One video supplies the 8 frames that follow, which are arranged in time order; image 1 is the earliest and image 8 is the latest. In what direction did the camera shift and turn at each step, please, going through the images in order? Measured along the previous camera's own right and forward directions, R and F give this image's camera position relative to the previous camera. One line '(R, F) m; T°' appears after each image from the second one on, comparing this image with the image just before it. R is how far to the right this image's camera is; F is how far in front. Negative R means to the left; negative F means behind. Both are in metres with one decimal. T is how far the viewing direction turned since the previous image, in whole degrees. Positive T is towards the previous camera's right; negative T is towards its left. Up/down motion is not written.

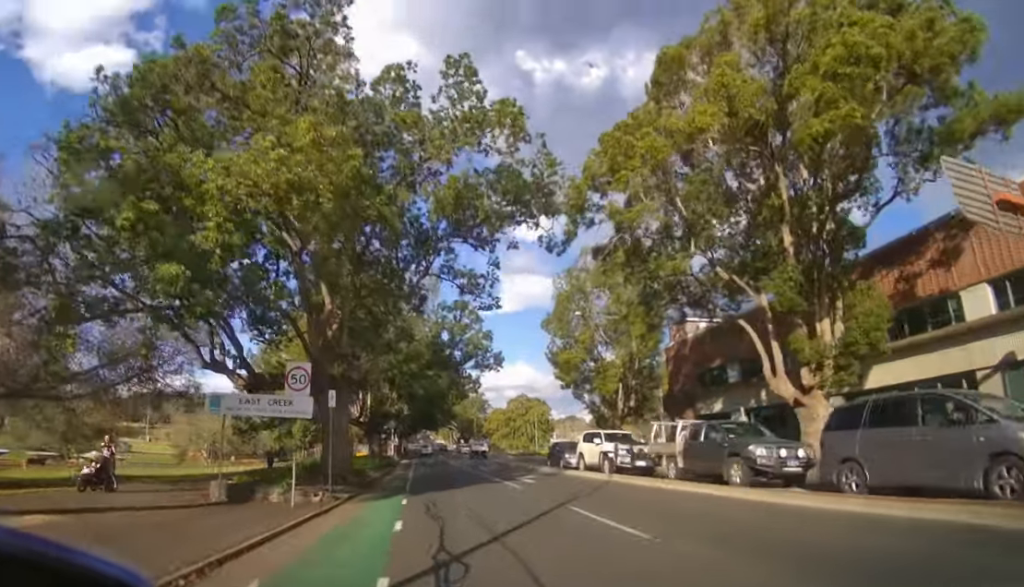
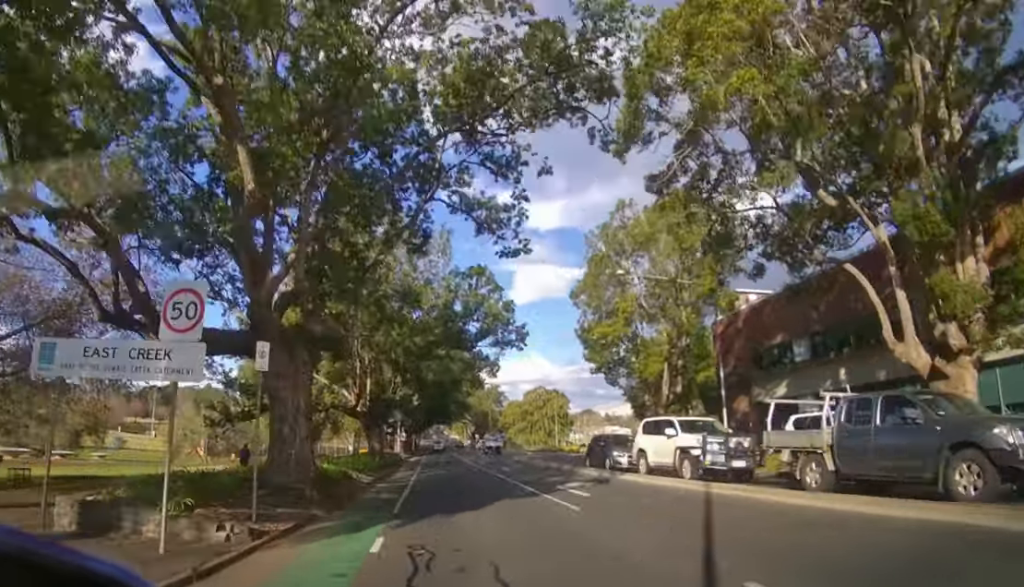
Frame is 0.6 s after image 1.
(-0.2, +5.5) m; -3°
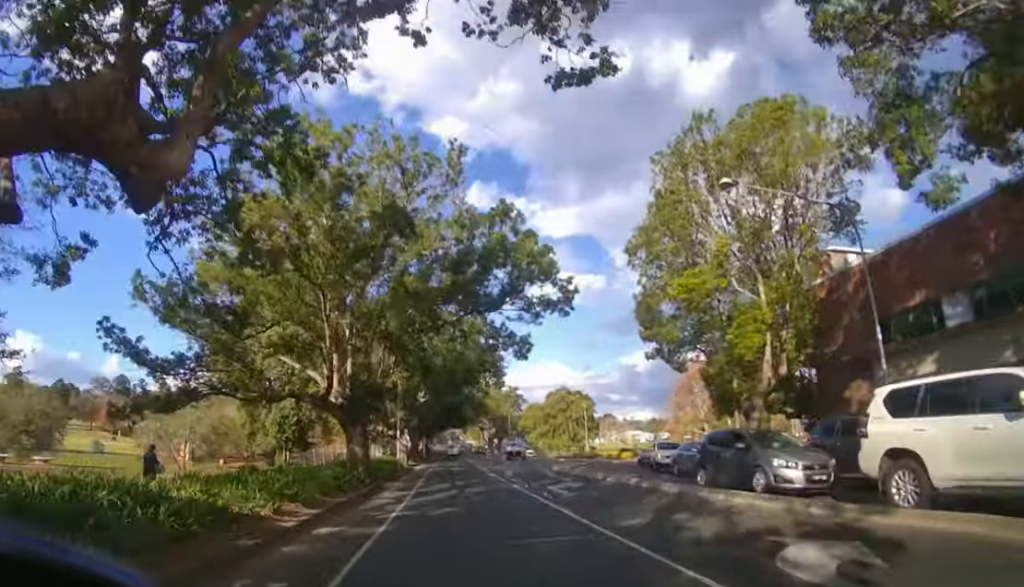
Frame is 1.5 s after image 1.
(-0.3, +9.4) m; -3°
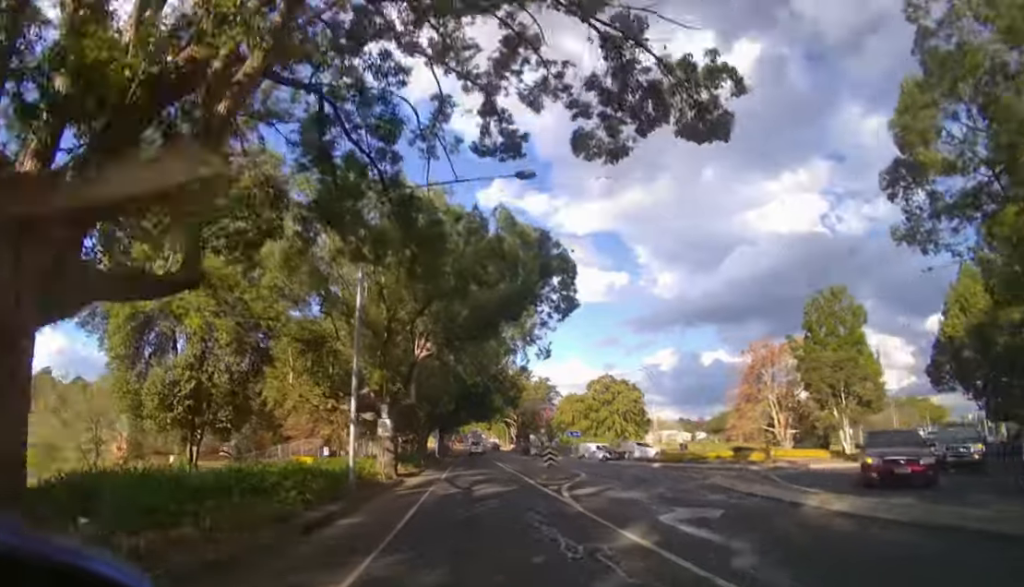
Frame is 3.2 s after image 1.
(-0.4, +19.4) m; -2°
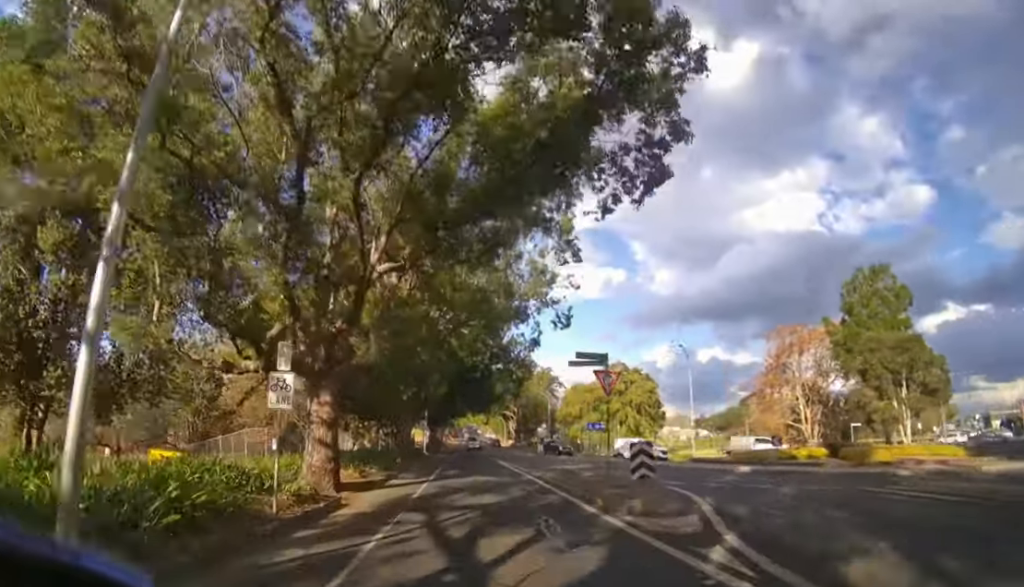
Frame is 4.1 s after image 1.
(0.0, +11.0) m; 0°
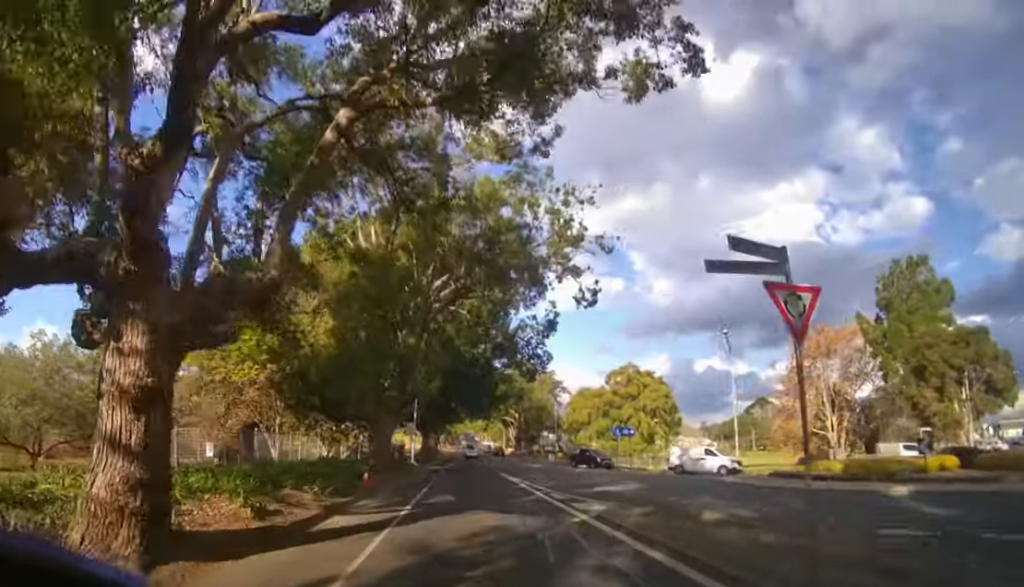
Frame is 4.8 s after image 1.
(0.0, +9.4) m; 0°
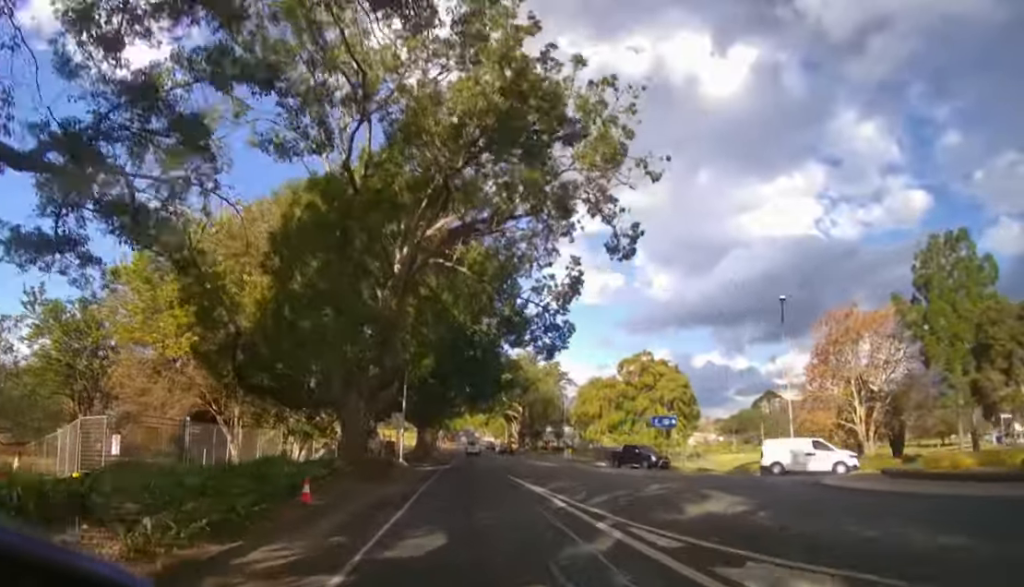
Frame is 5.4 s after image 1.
(0.0, +8.0) m; 0°
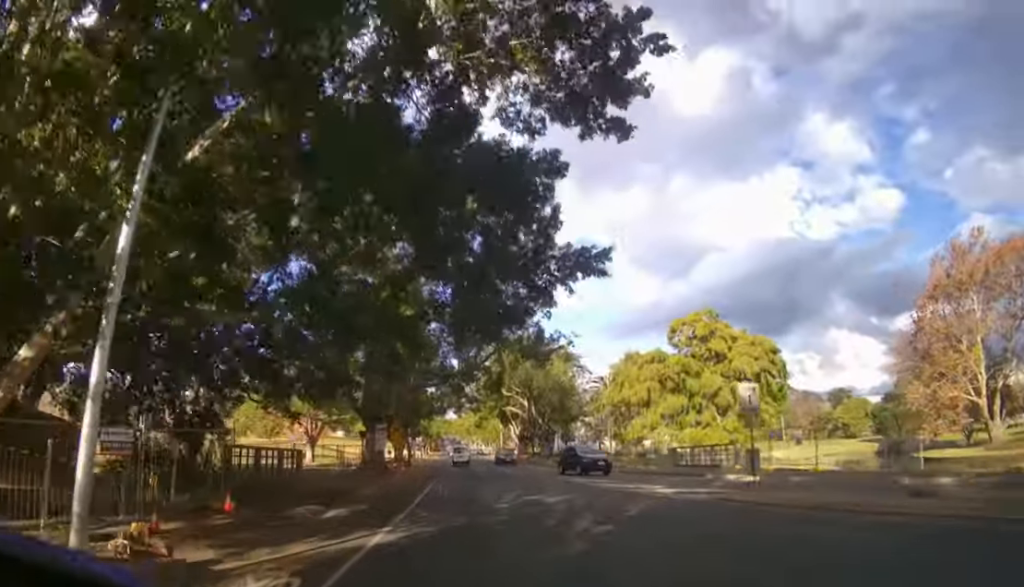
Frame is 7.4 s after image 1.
(+0.3, +24.7) m; +2°
